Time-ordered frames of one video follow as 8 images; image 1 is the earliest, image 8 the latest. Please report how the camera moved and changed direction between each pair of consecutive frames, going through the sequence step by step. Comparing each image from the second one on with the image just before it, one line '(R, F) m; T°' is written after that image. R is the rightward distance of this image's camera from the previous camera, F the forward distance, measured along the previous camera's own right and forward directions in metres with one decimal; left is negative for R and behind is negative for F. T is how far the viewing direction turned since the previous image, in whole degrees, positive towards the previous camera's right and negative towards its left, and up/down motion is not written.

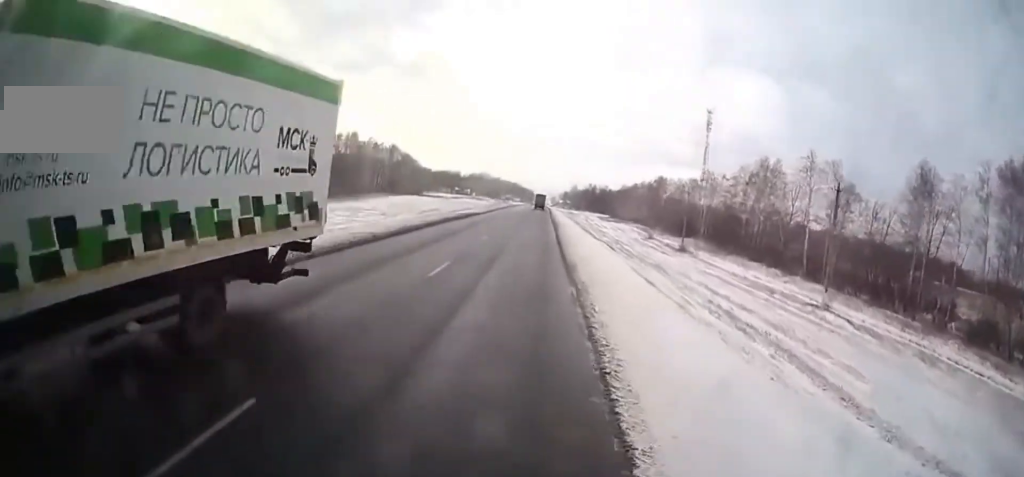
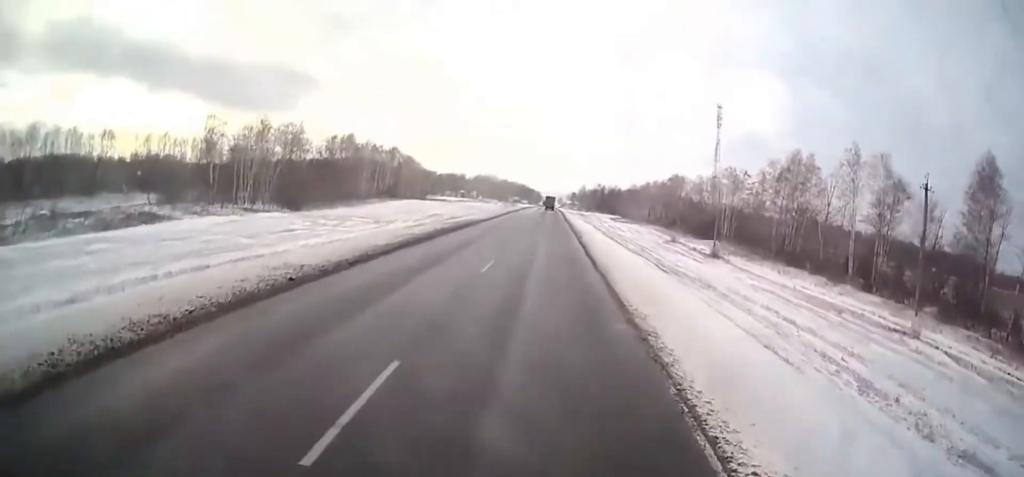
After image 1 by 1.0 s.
(-0.7, +12.0) m; -6°
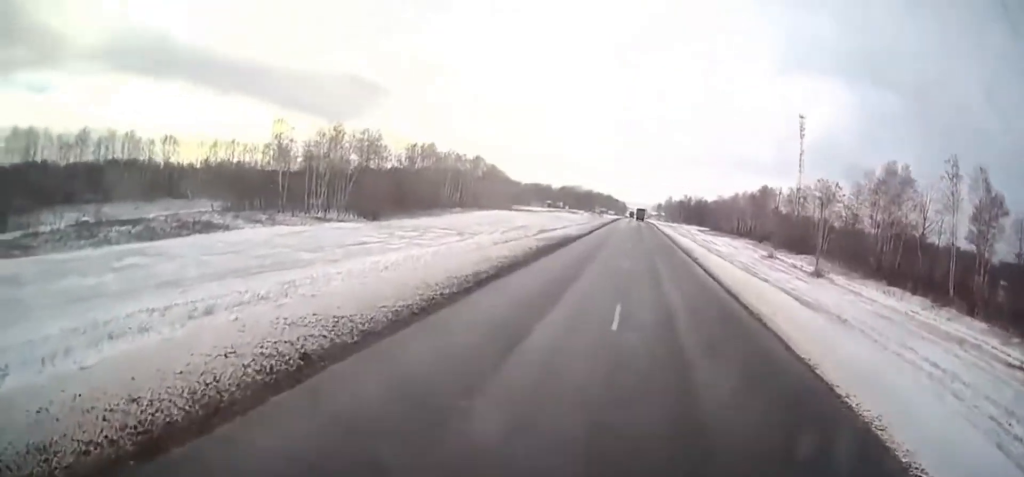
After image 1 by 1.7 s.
(-0.2, +7.0) m; -2°
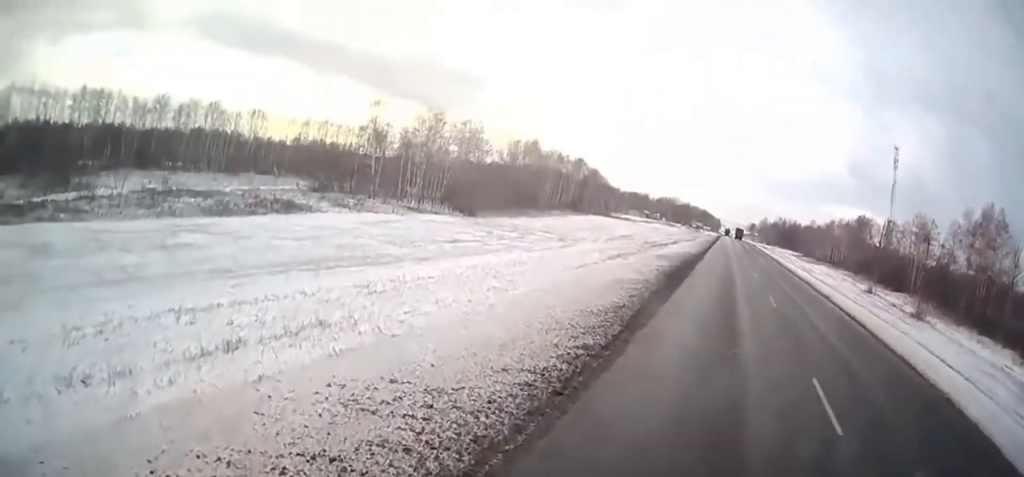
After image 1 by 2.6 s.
(0.0, +6.2) m; -2°
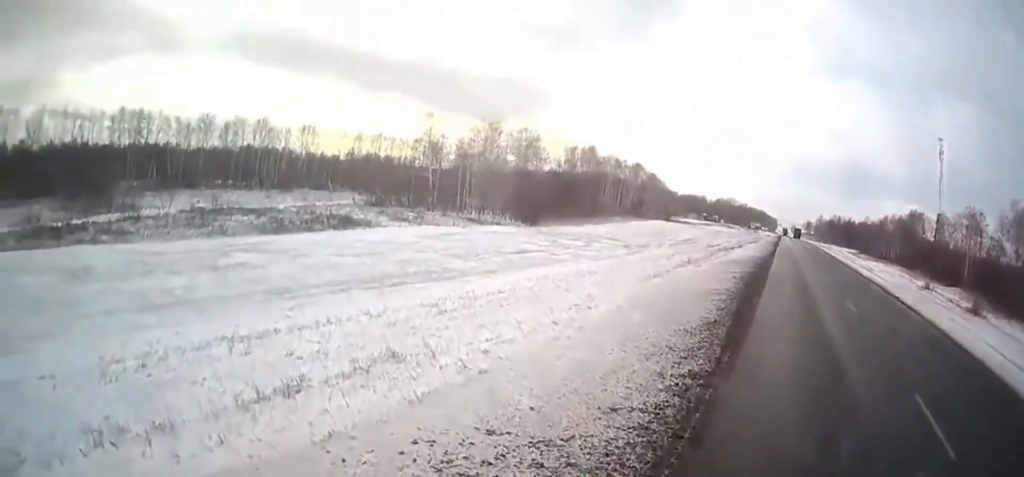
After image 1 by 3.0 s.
(+0.1, +2.2) m; -4°
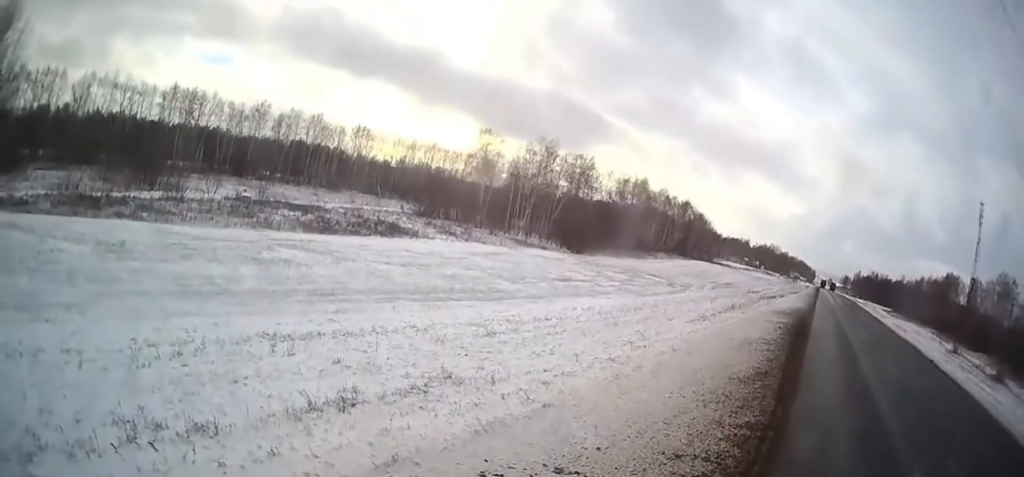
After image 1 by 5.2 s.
(-1.0, +4.5) m; -4°
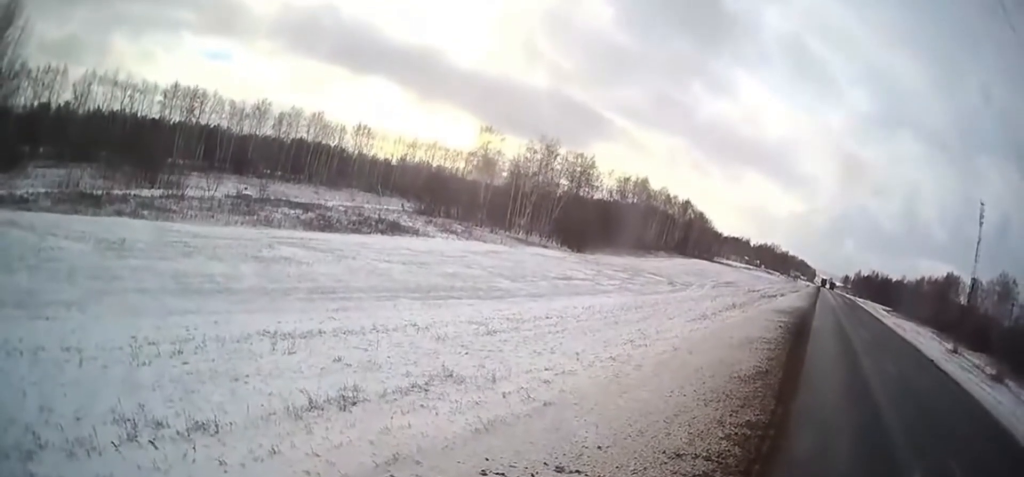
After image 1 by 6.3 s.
(0.0, 0.0) m; 0°
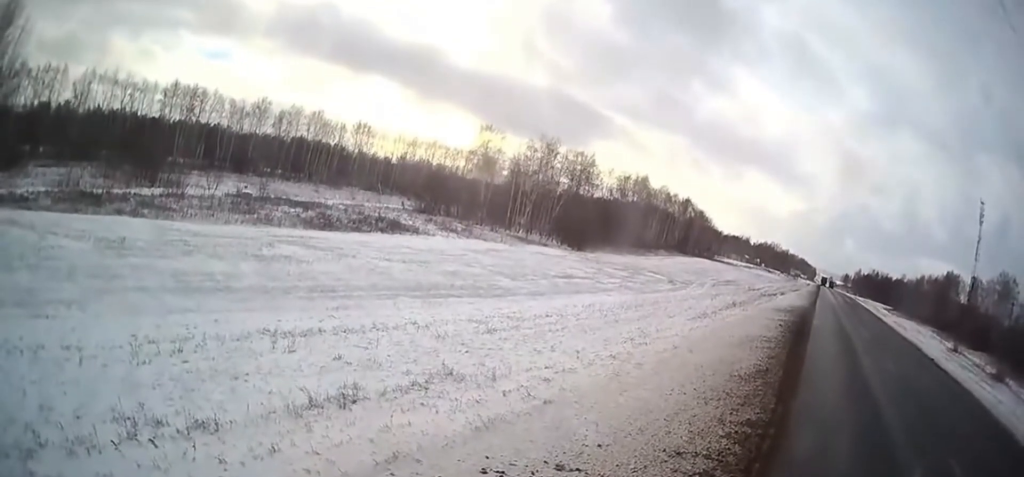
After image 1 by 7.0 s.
(0.0, 0.0) m; 0°
